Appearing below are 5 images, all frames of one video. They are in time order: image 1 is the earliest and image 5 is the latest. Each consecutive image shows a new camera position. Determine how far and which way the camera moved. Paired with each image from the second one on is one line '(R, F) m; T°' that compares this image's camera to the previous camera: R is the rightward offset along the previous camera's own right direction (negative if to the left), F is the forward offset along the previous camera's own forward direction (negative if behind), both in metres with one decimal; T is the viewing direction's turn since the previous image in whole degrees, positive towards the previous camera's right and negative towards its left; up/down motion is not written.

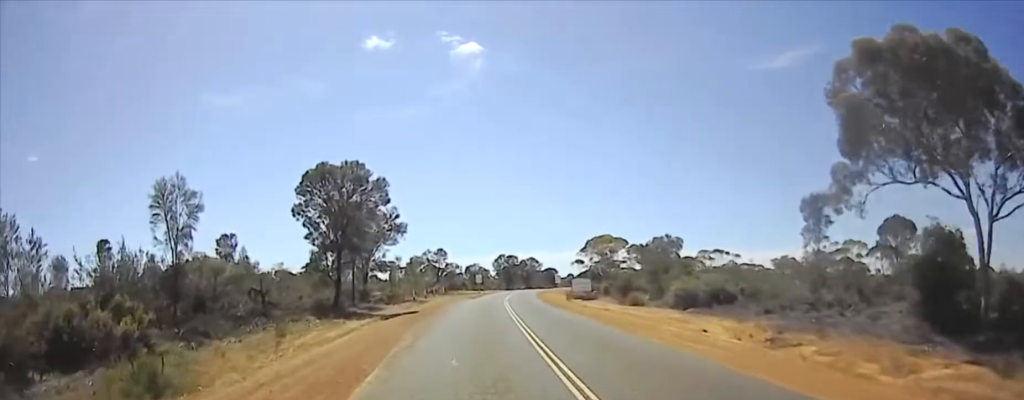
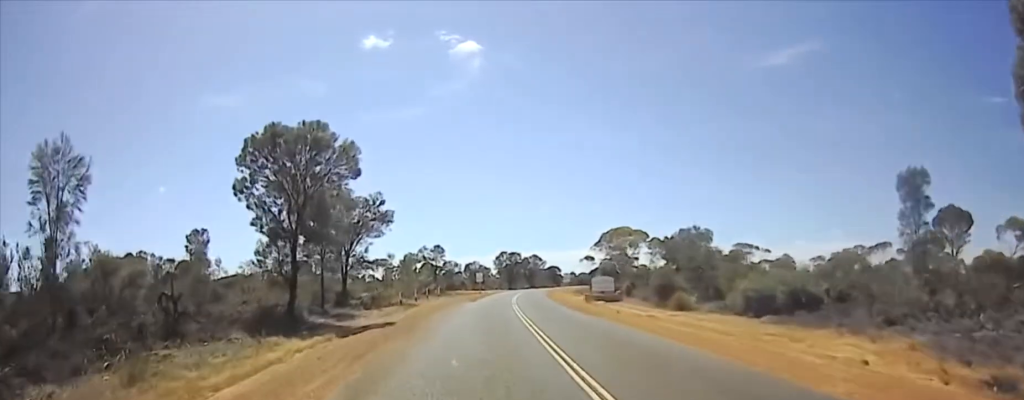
(-0.5, +8.6) m; +1°
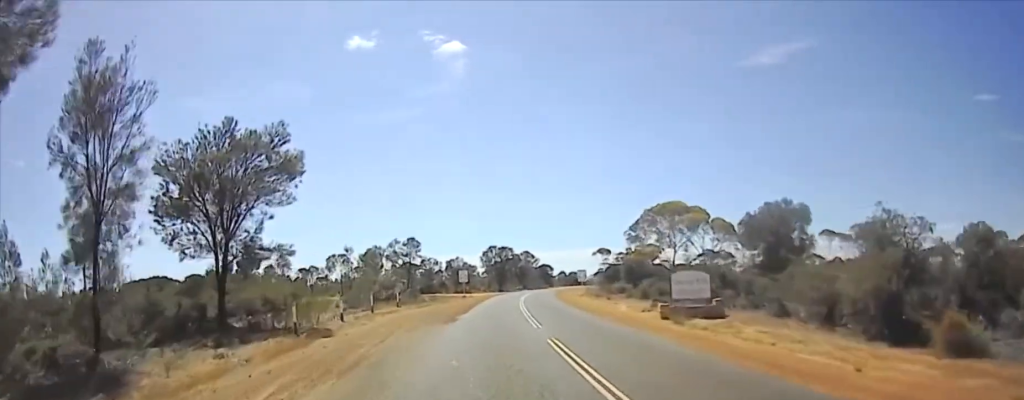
(+1.8, +22.0) m; +8°
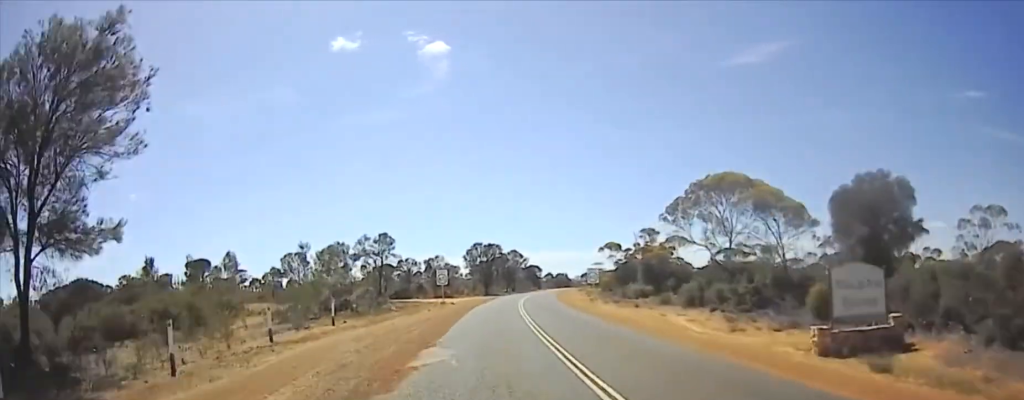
(+0.5, +14.0) m; +5°
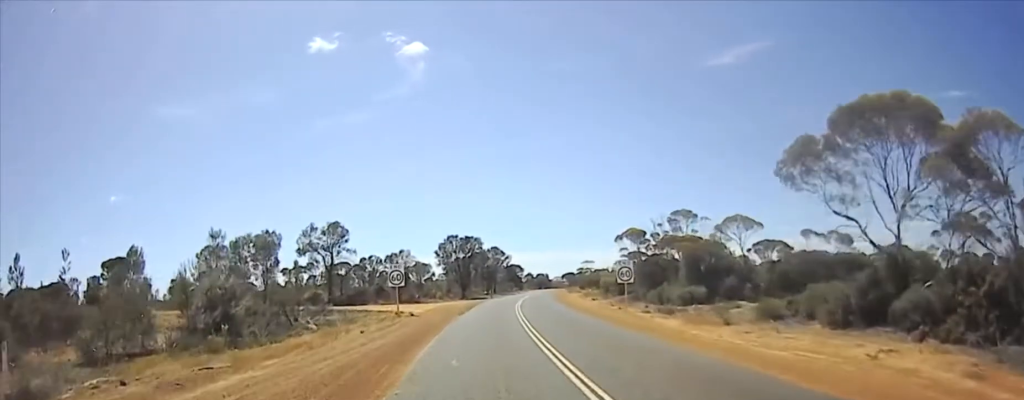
(+1.3, +21.1) m; +6°
